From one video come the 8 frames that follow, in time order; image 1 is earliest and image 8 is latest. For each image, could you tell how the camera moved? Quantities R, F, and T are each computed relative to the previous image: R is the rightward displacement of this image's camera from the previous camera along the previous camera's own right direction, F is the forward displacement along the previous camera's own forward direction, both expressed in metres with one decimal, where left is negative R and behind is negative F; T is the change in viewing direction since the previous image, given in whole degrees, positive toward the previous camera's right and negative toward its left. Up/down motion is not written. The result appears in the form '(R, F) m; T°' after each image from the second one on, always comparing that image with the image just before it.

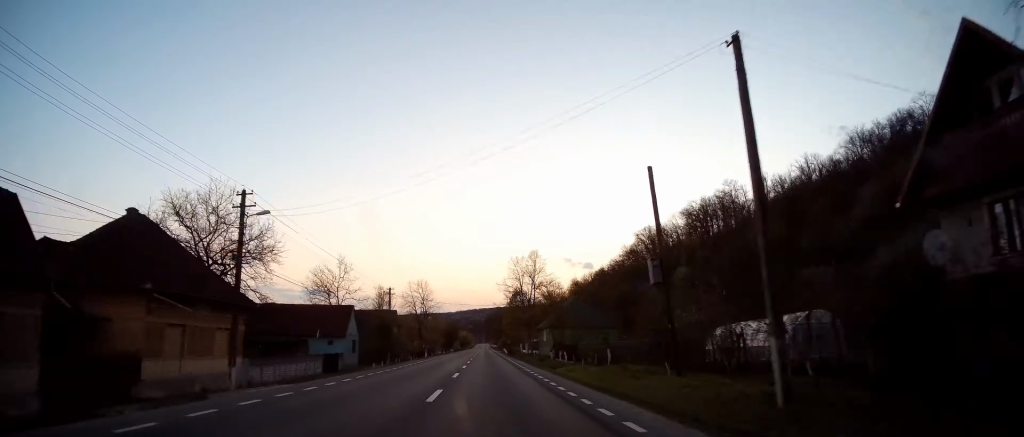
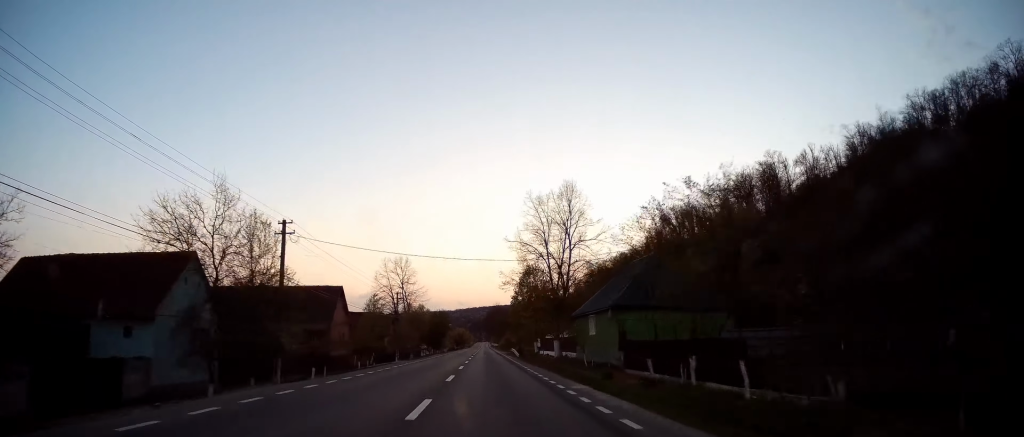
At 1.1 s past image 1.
(+0.5, +29.7) m; 0°
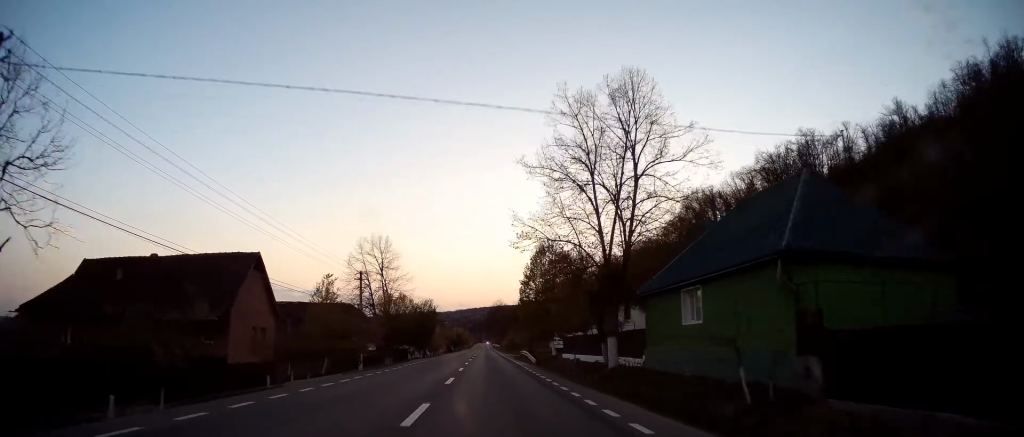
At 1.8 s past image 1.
(-0.3, +18.4) m; -1°
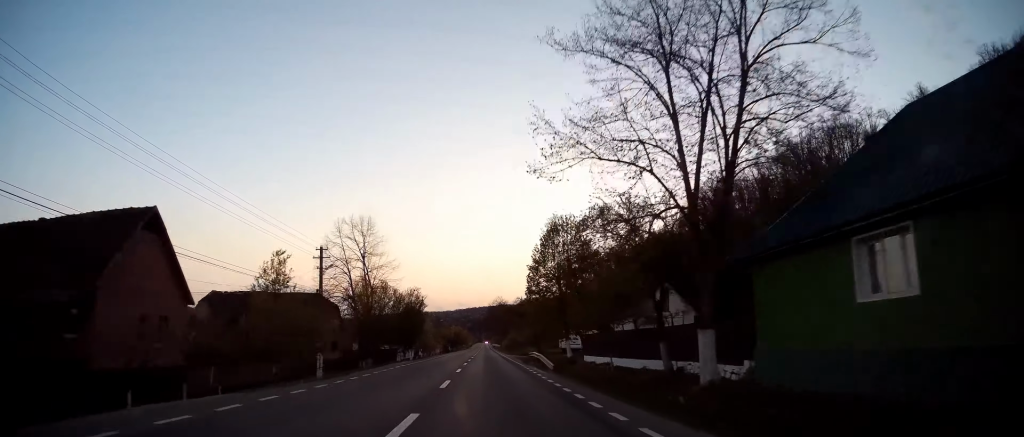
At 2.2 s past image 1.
(0.0, +10.6) m; 0°
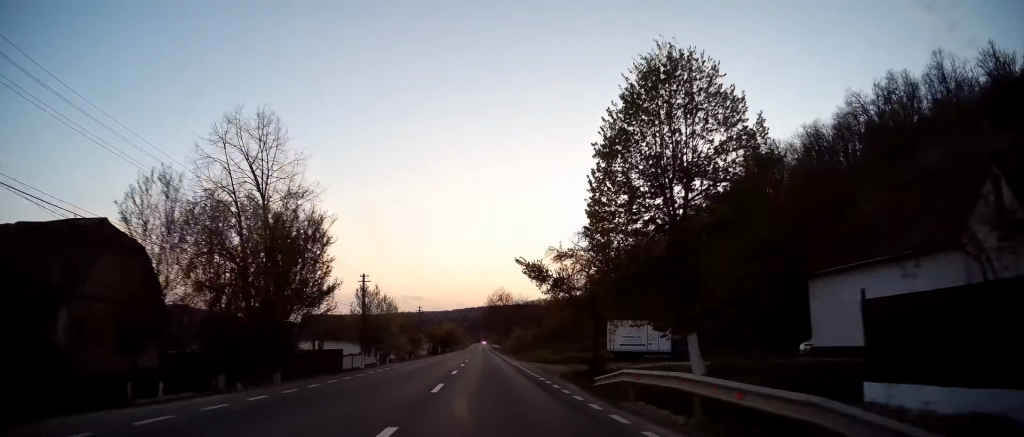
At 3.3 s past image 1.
(0.0, +28.3) m; 0°
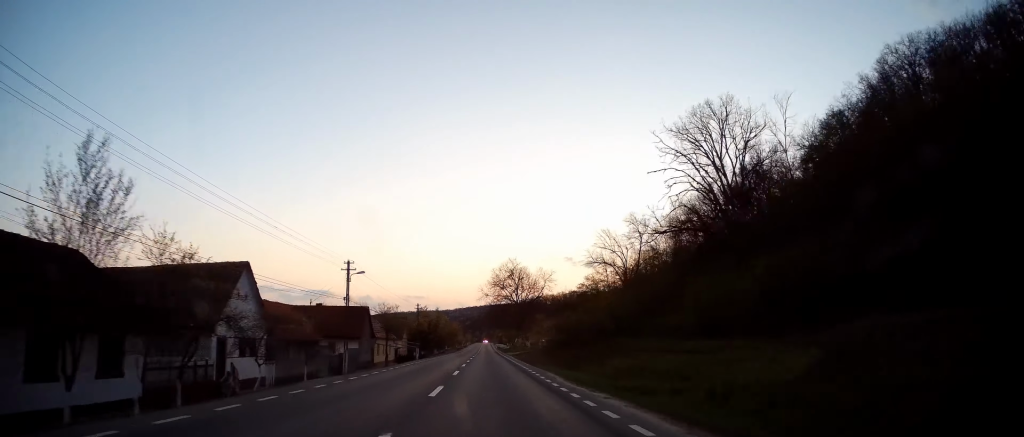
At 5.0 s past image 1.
(+0.8, +46.3) m; +1°
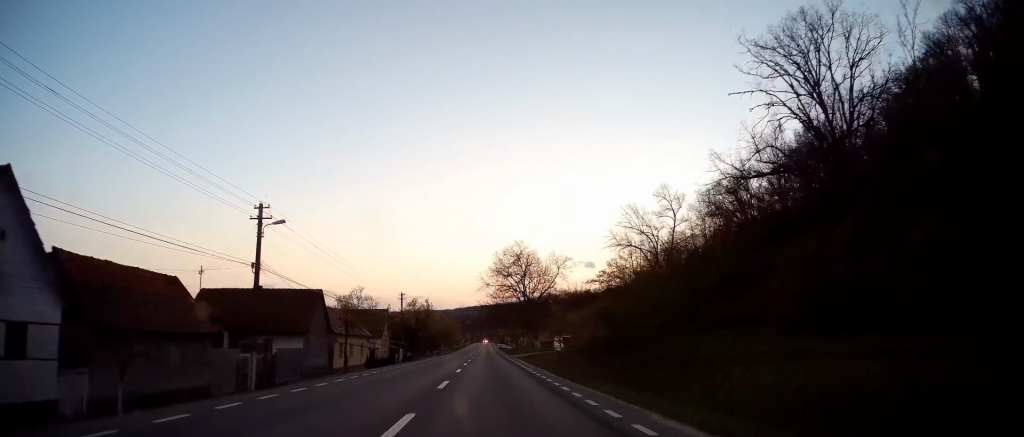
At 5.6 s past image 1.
(-0.3, +16.0) m; -1°
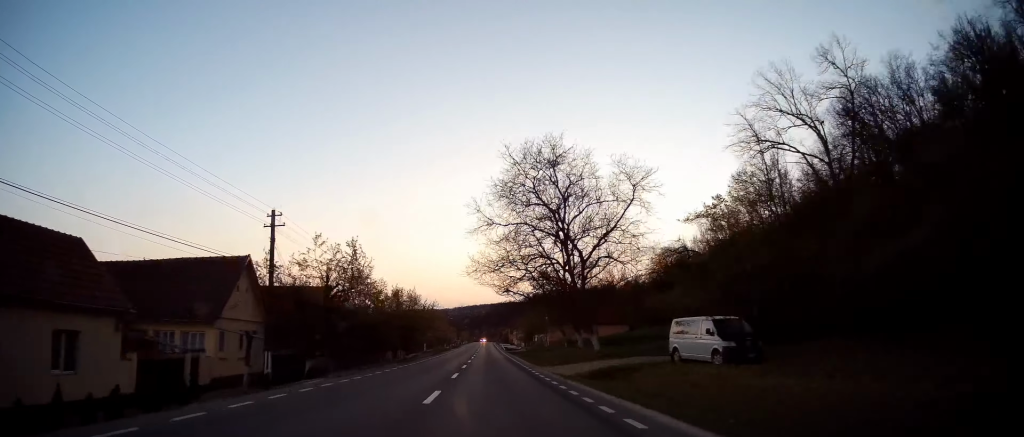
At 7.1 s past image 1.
(-0.3, +39.3) m; 0°
